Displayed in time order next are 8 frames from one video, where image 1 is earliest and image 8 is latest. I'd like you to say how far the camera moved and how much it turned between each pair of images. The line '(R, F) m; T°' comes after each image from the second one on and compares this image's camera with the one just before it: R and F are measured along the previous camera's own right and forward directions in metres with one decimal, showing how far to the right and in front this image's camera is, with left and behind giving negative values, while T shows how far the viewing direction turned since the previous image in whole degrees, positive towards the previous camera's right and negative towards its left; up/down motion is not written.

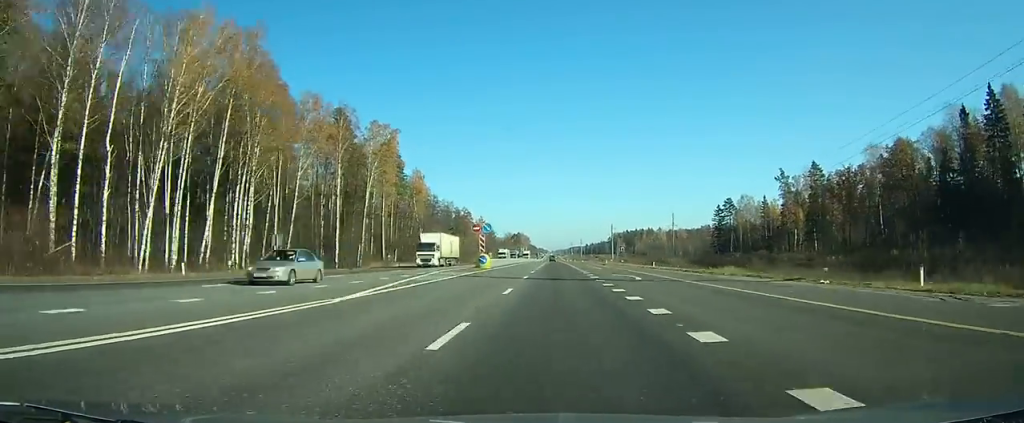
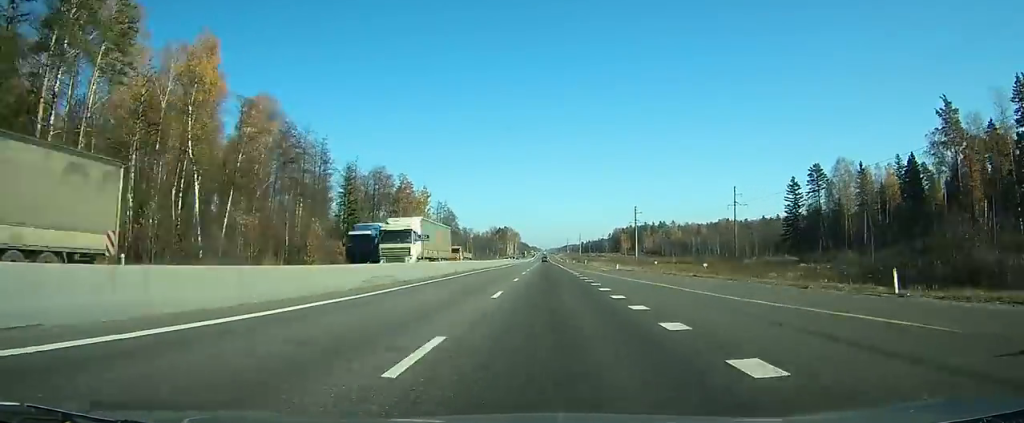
(+0.1, +94.2) m; 0°
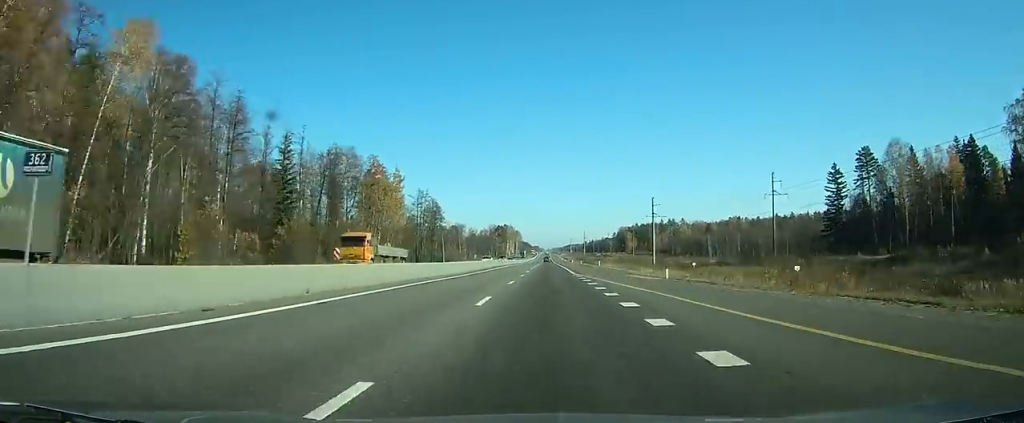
(-0.1, +28.1) m; 0°
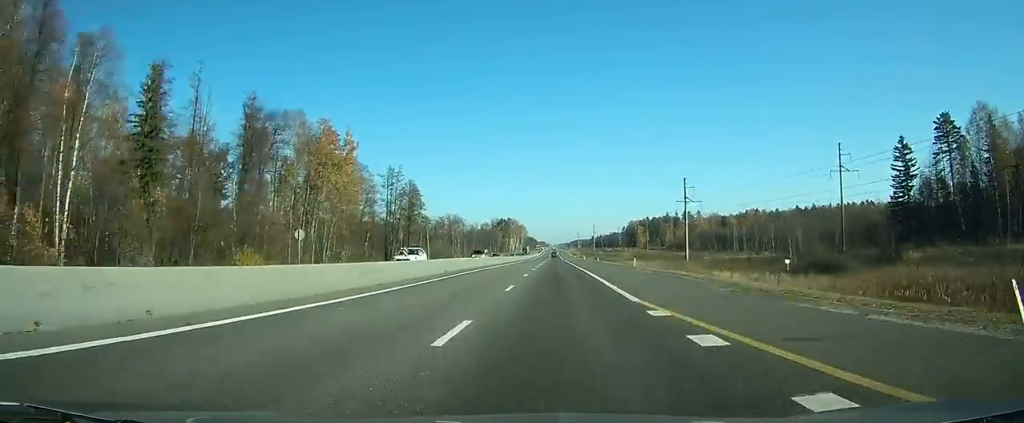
(0.0, +31.5) m; 0°
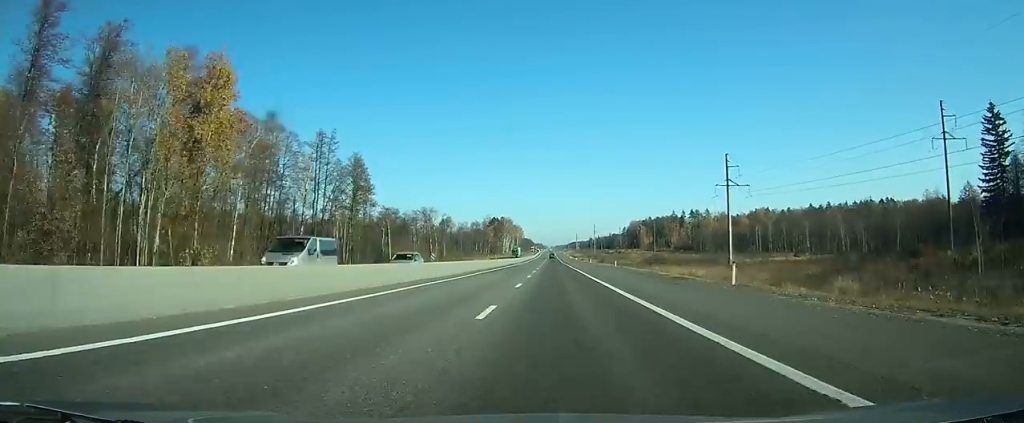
(-0.1, +32.3) m; 0°
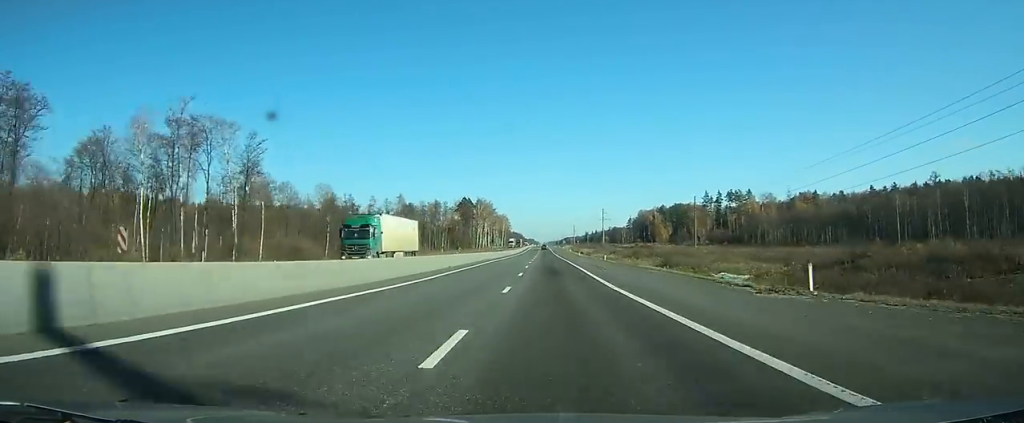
(+0.3, +97.4) m; +1°
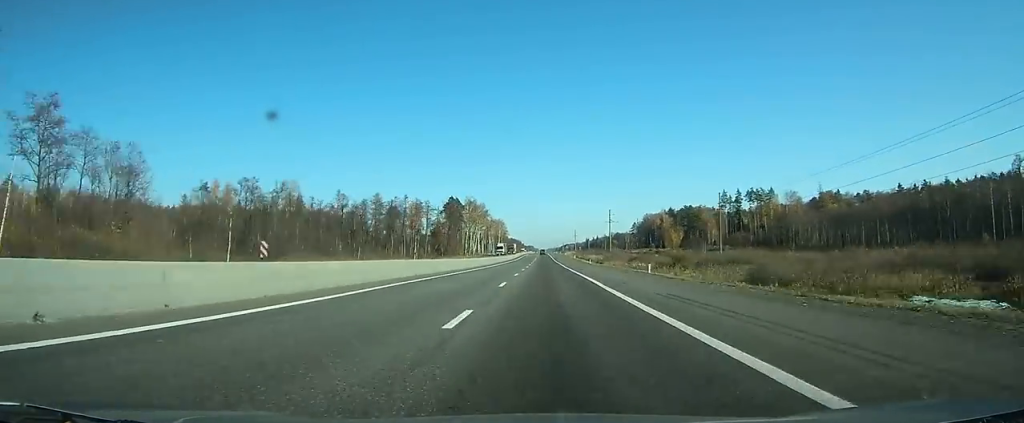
(+0.1, +32.6) m; 0°
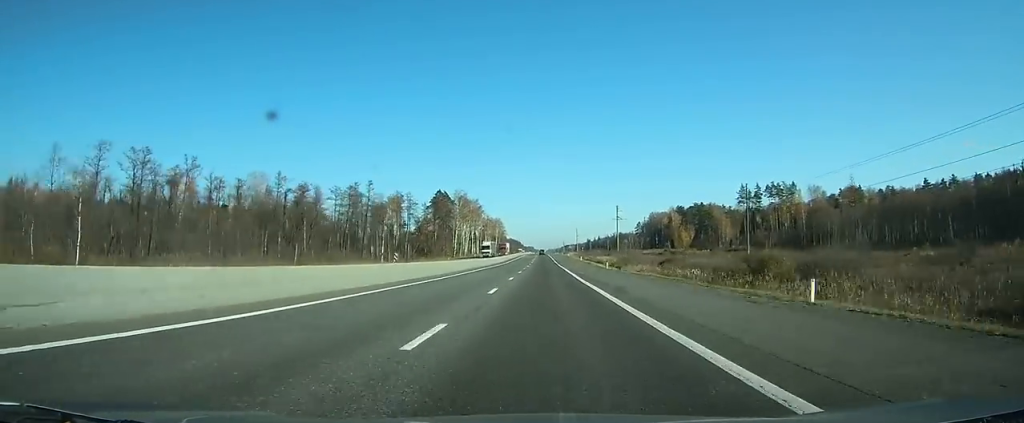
(+0.1, +26.8) m; 0°
